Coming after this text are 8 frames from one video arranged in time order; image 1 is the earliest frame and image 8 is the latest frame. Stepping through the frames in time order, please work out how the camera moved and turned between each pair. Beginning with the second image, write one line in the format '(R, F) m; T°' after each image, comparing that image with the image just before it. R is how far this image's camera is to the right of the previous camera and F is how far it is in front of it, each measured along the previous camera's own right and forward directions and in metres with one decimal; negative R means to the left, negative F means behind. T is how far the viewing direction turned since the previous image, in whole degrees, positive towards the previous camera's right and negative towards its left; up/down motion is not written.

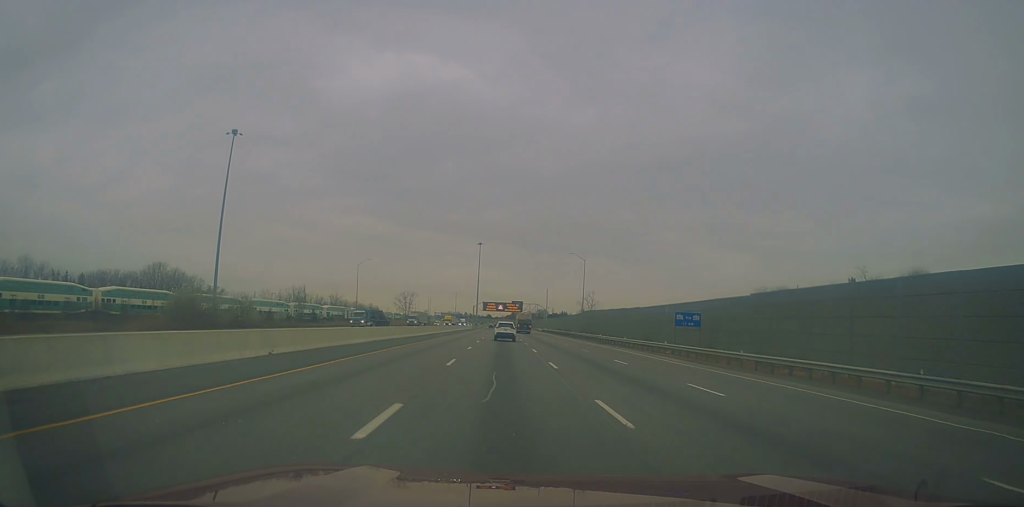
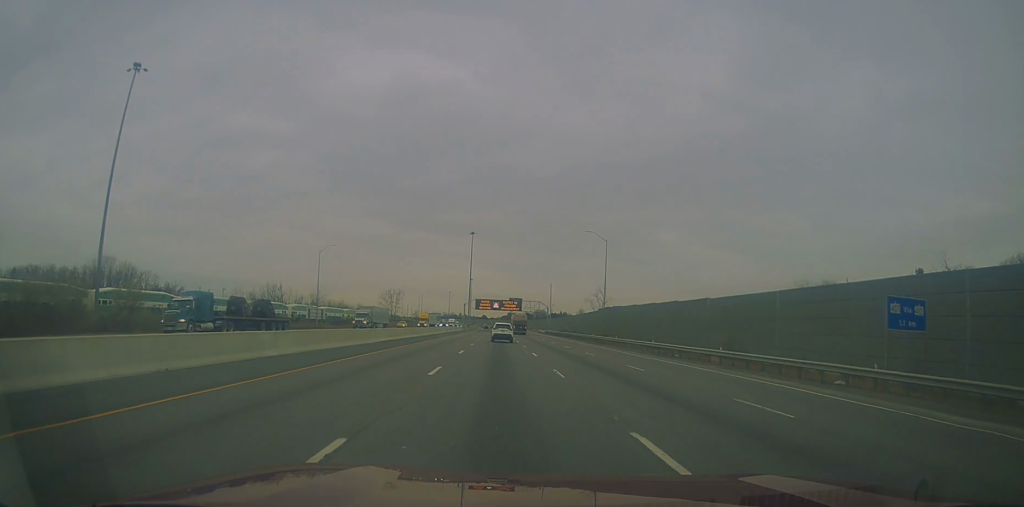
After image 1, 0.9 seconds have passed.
(+0.2, +27.9) m; +1°
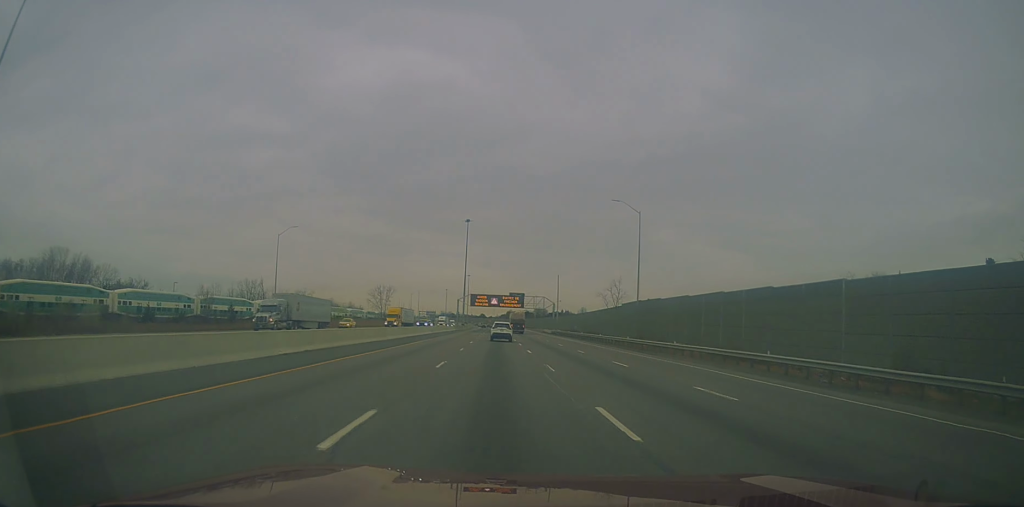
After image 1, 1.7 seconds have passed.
(+0.2, +21.8) m; 0°
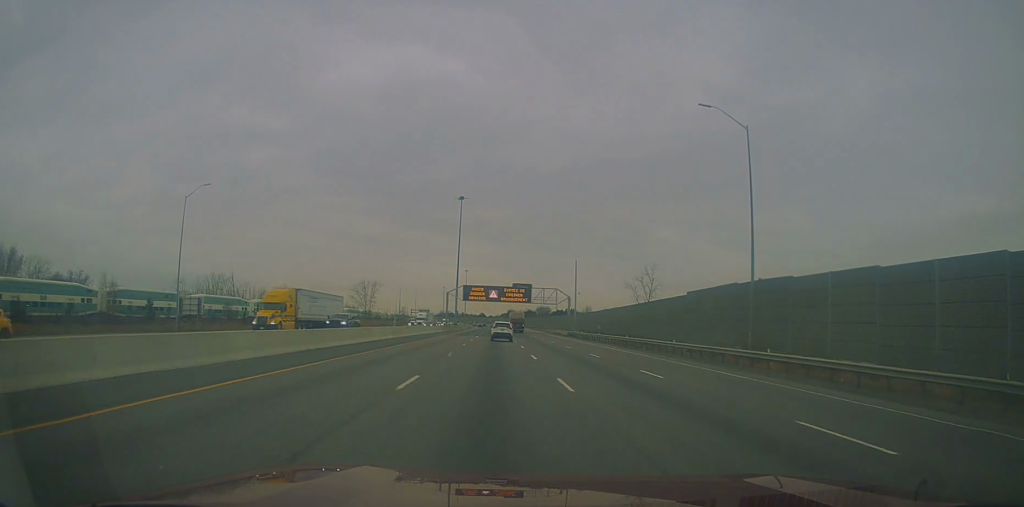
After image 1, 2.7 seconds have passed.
(-0.2, +30.7) m; -1°
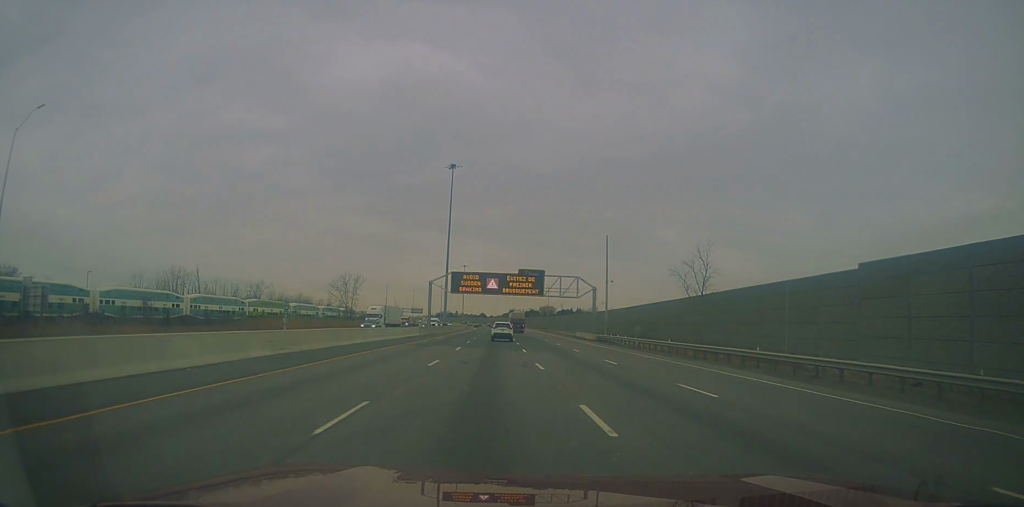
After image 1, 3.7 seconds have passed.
(-0.2, +29.5) m; 0°
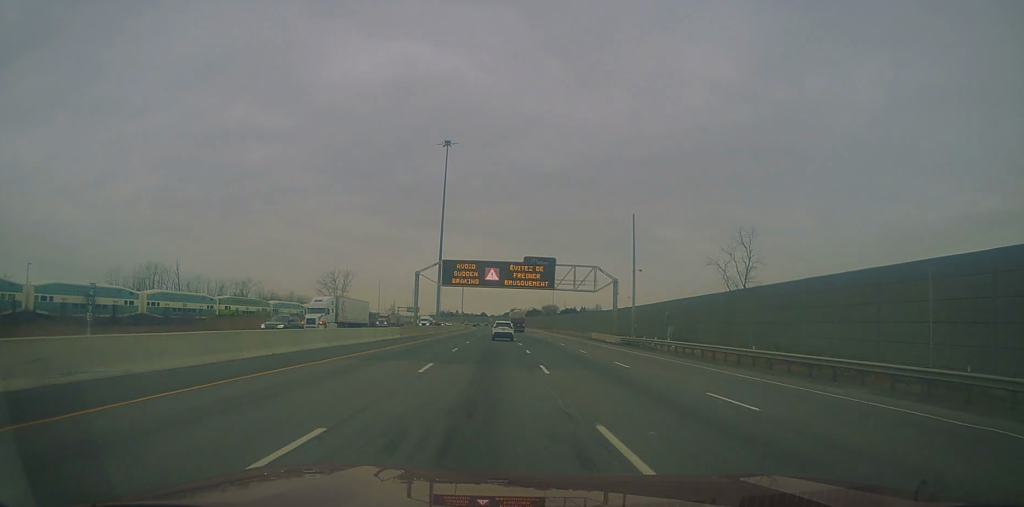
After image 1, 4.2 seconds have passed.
(+0.6, +14.6) m; 0°
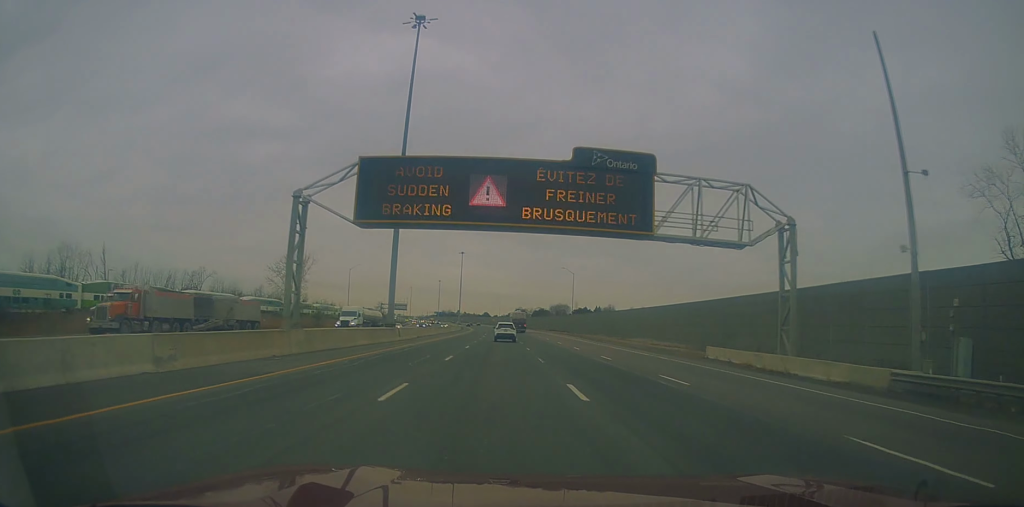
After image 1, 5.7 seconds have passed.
(-0.6, +42.7) m; 0°
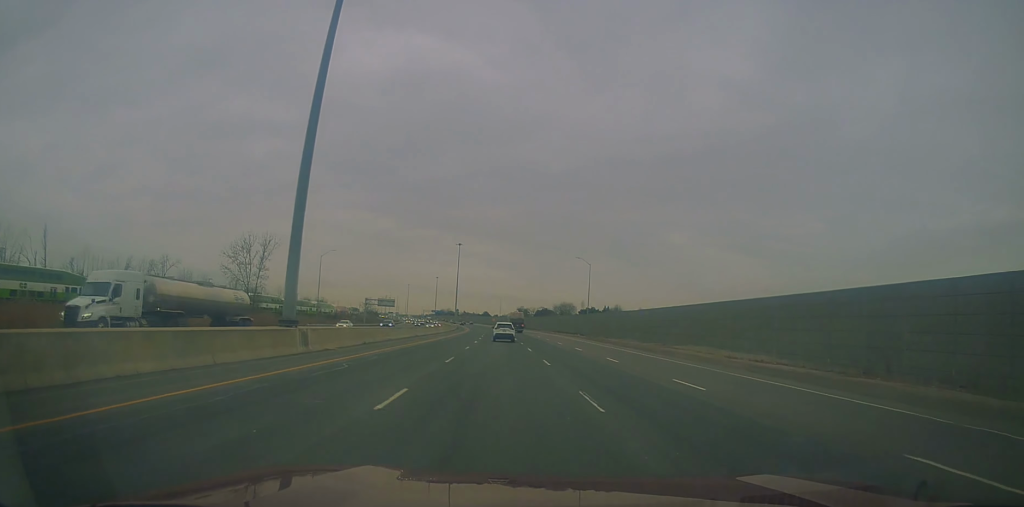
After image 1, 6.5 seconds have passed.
(+0.4, +25.3) m; 0°
